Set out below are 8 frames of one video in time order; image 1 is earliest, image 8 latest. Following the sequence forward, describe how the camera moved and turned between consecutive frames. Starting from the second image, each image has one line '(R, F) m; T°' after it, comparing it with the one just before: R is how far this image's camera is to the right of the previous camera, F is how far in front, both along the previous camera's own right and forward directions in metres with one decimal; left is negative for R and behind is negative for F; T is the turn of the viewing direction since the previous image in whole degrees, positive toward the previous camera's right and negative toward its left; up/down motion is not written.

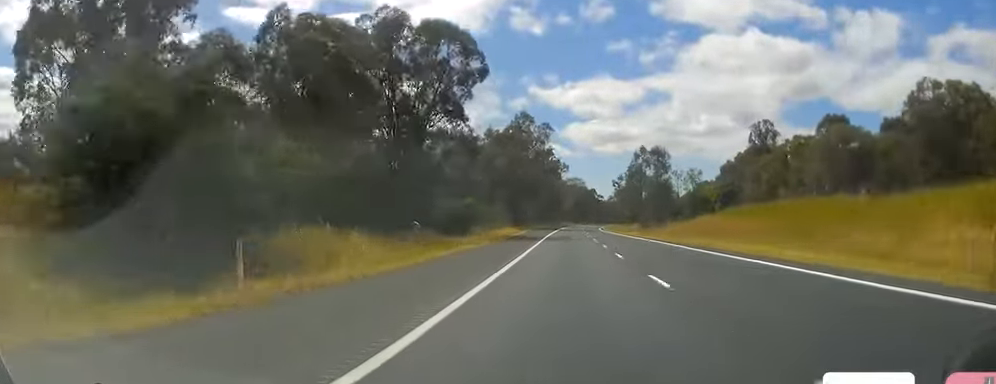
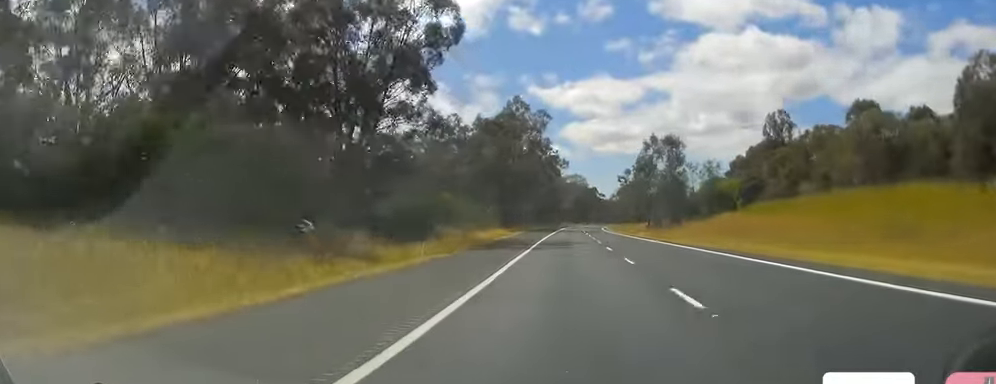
(-0.1, +15.6) m; 0°
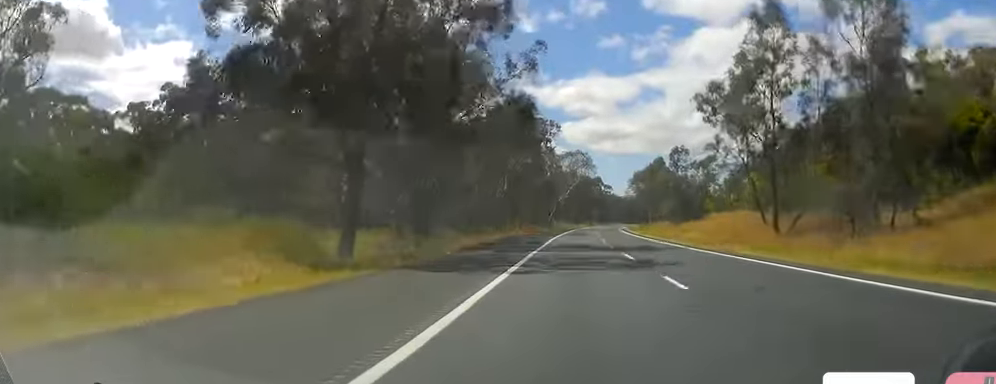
(-0.4, +68.4) m; 0°
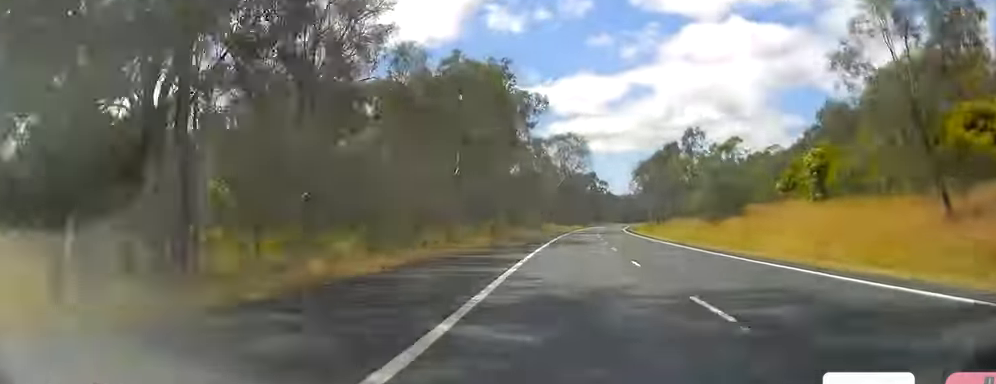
(+0.1, +28.2) m; +1°
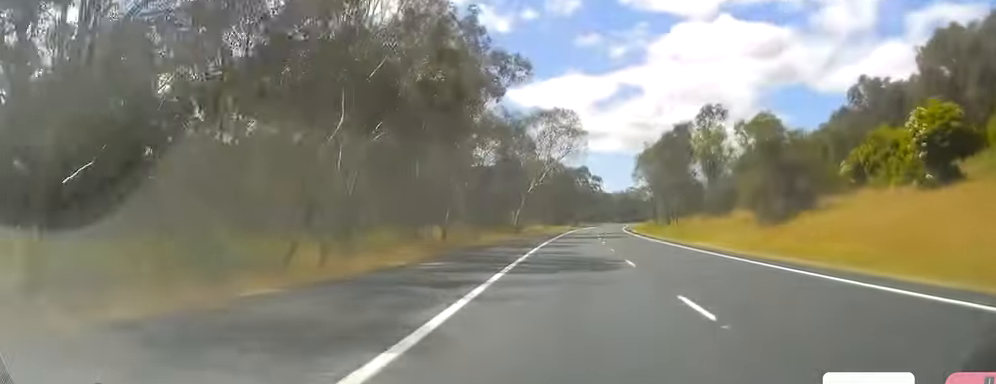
(0.0, +23.3) m; +1°
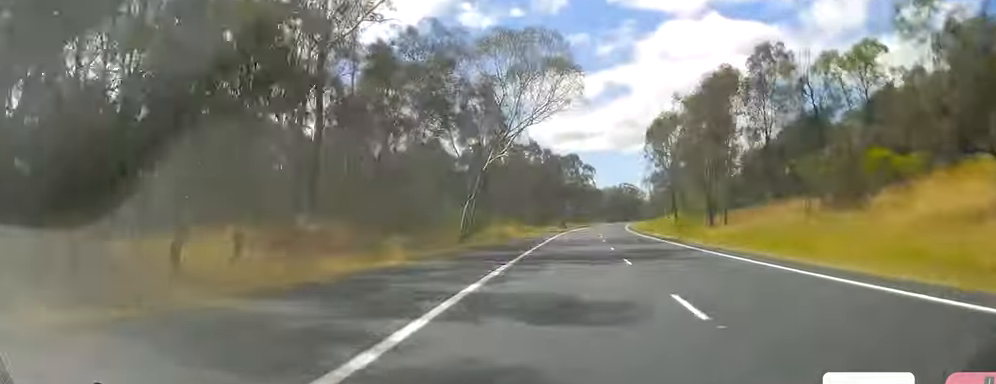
(+0.8, +35.9) m; +1°
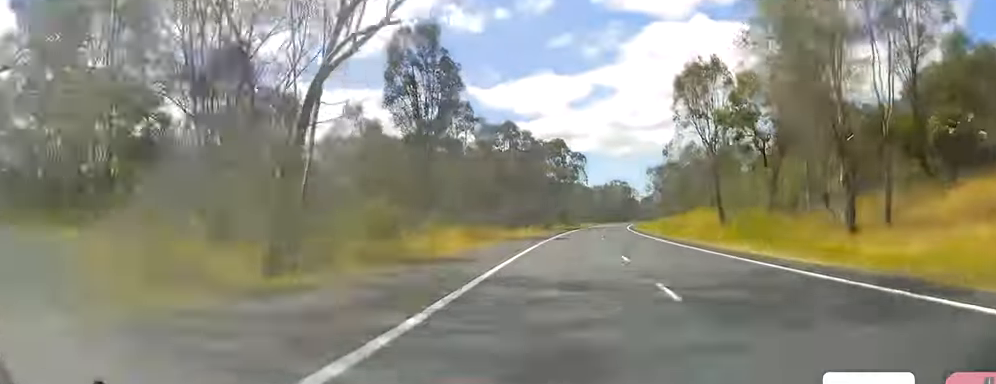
(-0.1, +33.1) m; 0°
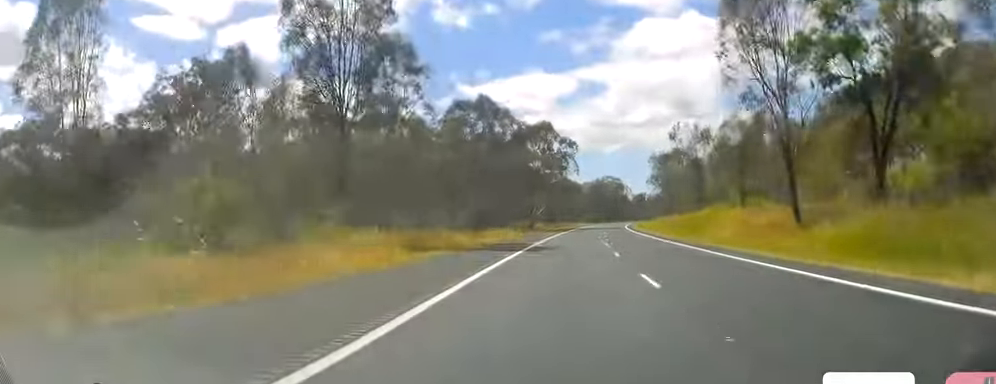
(0.0, +21.4) m; 0°
